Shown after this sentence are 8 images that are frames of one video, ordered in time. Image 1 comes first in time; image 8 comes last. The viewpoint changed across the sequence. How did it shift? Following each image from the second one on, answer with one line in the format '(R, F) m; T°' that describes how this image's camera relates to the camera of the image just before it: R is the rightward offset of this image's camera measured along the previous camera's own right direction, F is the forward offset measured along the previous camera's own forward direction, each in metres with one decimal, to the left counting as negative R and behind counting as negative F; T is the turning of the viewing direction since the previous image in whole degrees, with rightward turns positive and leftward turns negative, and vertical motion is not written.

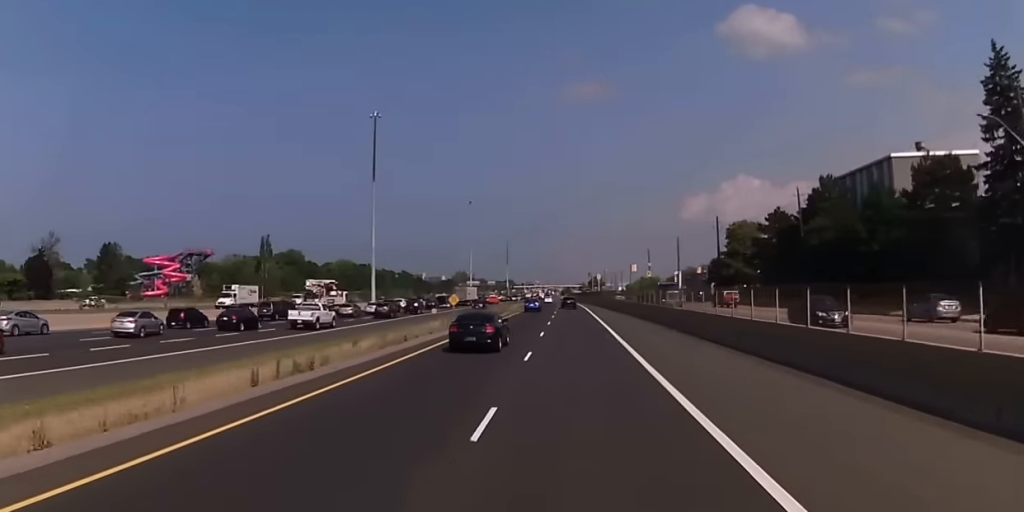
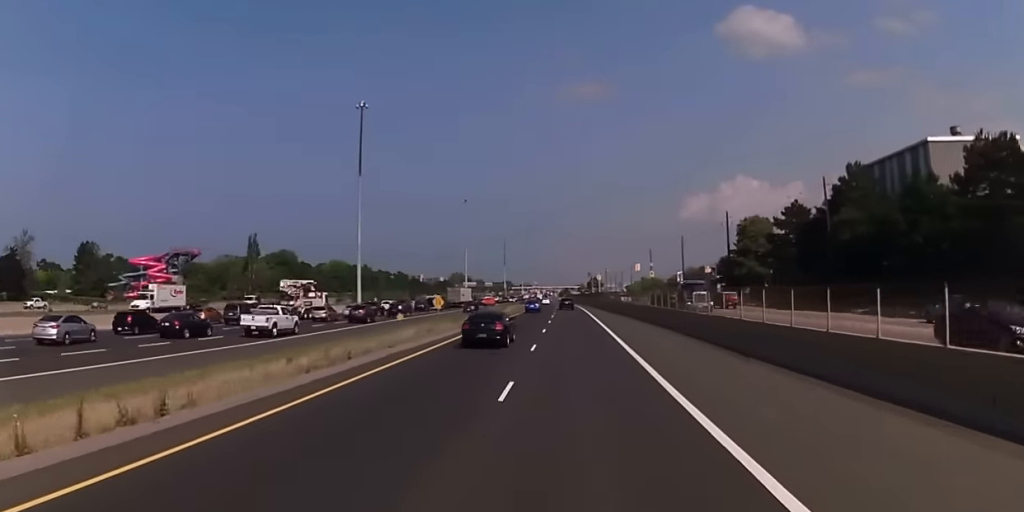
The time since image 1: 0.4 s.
(-0.1, +8.2) m; 0°
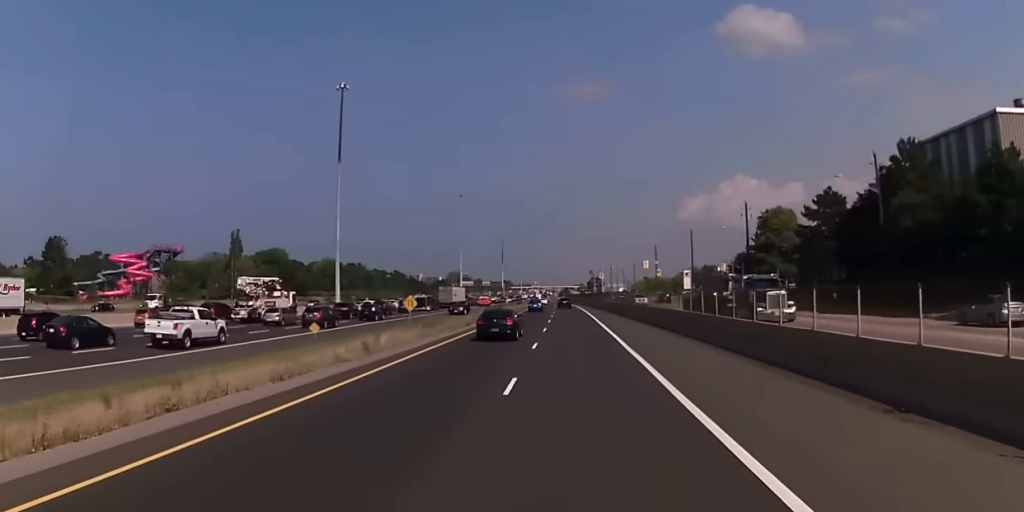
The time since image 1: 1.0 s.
(+0.1, +11.5) m; 0°
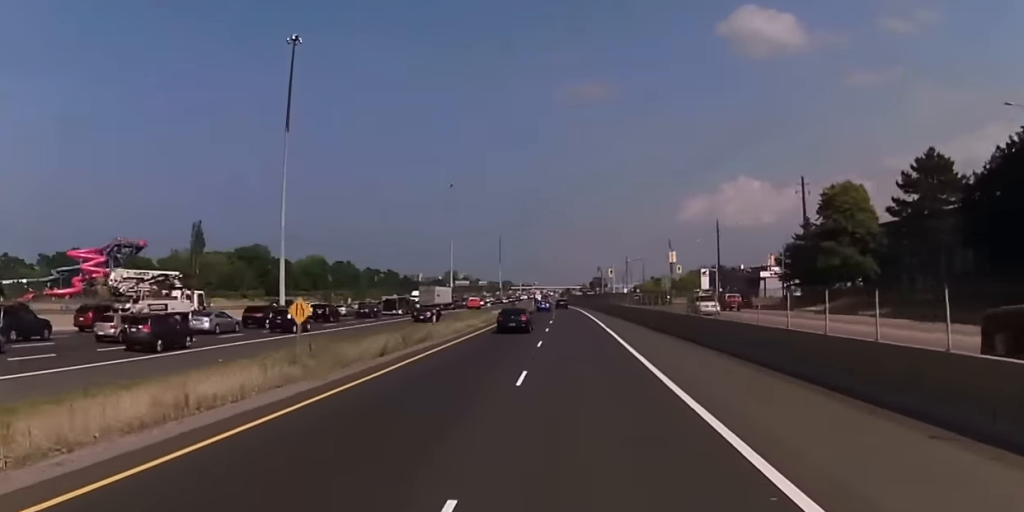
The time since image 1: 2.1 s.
(0.0, +22.9) m; 0°
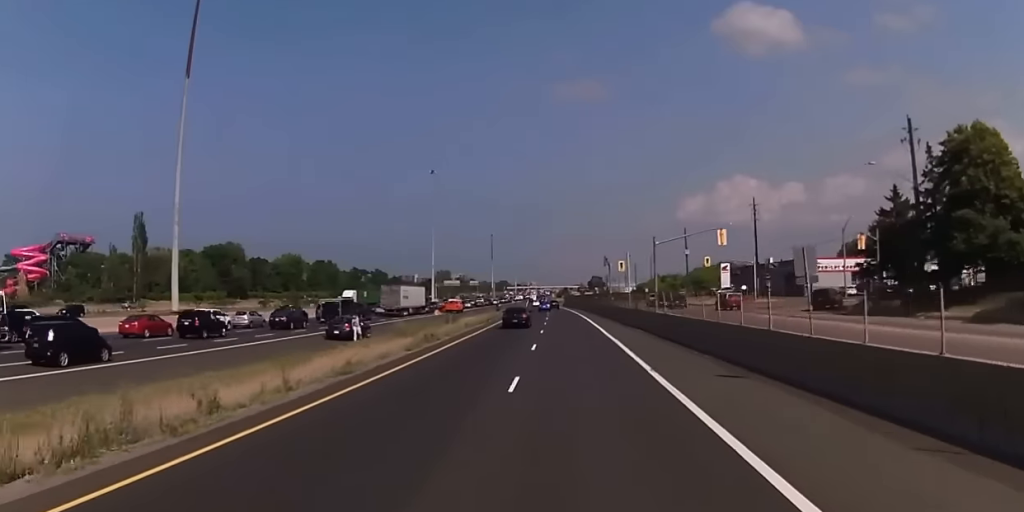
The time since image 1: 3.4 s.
(-0.1, +25.4) m; -1°
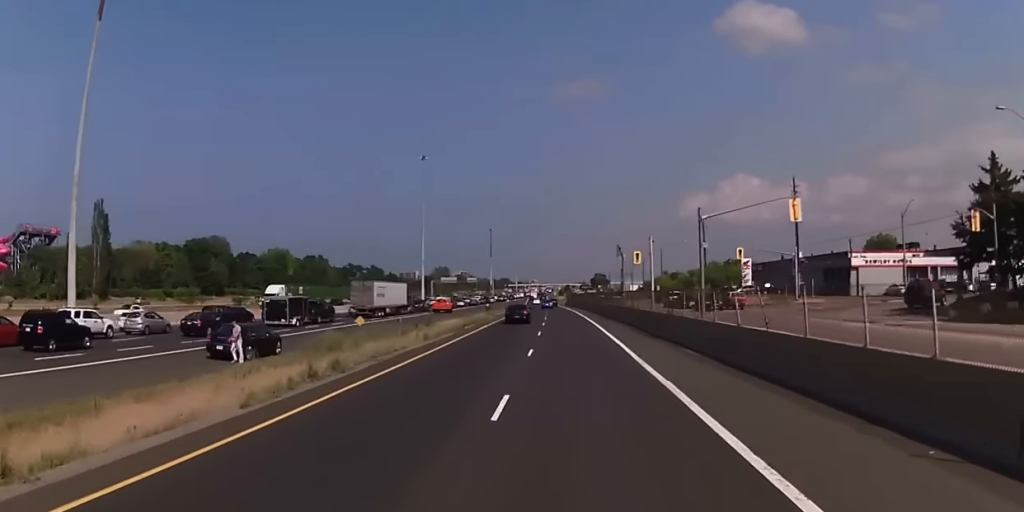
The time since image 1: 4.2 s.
(-0.2, +15.9) m; 0°
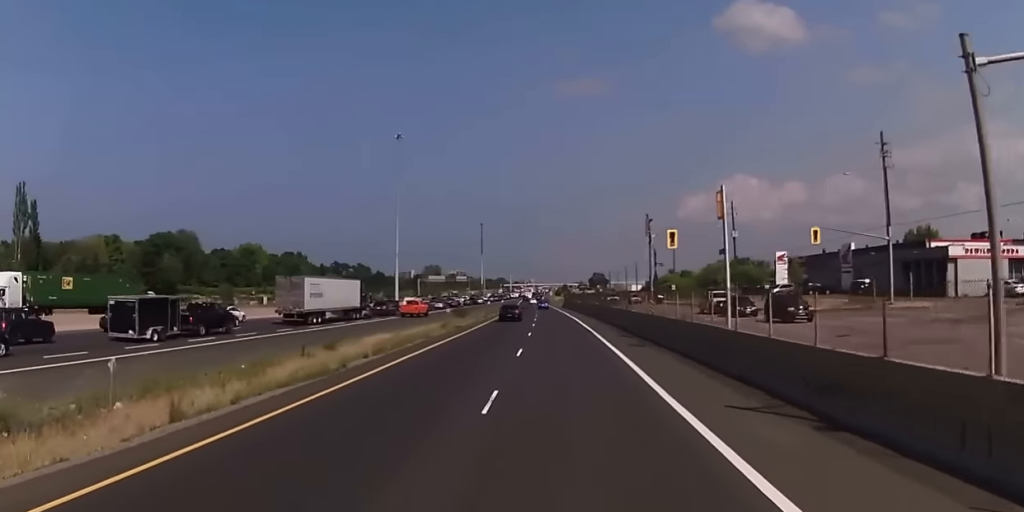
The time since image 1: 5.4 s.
(+0.3, +23.7) m; +1°
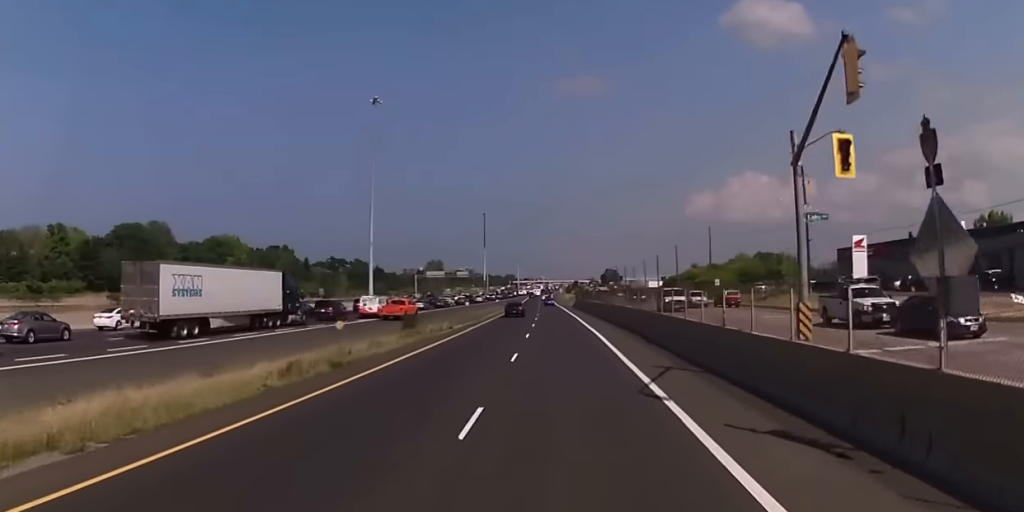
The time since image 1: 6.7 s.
(0.0, +27.0) m; 0°
